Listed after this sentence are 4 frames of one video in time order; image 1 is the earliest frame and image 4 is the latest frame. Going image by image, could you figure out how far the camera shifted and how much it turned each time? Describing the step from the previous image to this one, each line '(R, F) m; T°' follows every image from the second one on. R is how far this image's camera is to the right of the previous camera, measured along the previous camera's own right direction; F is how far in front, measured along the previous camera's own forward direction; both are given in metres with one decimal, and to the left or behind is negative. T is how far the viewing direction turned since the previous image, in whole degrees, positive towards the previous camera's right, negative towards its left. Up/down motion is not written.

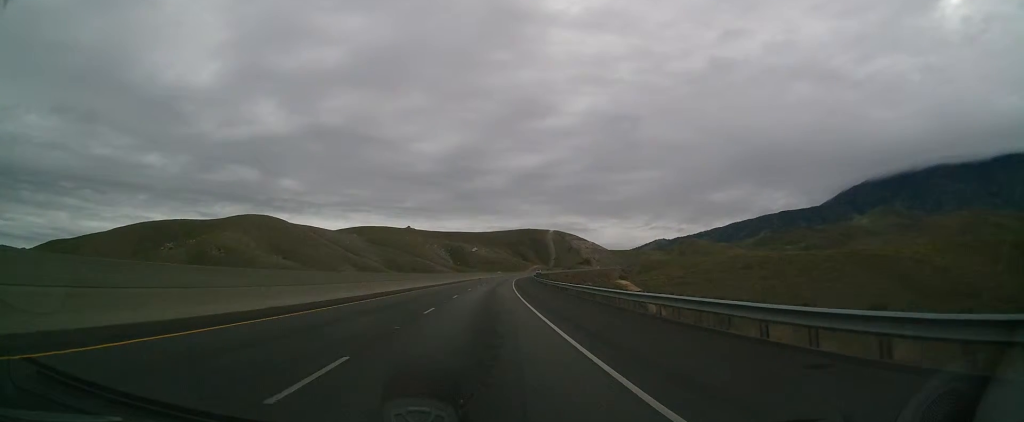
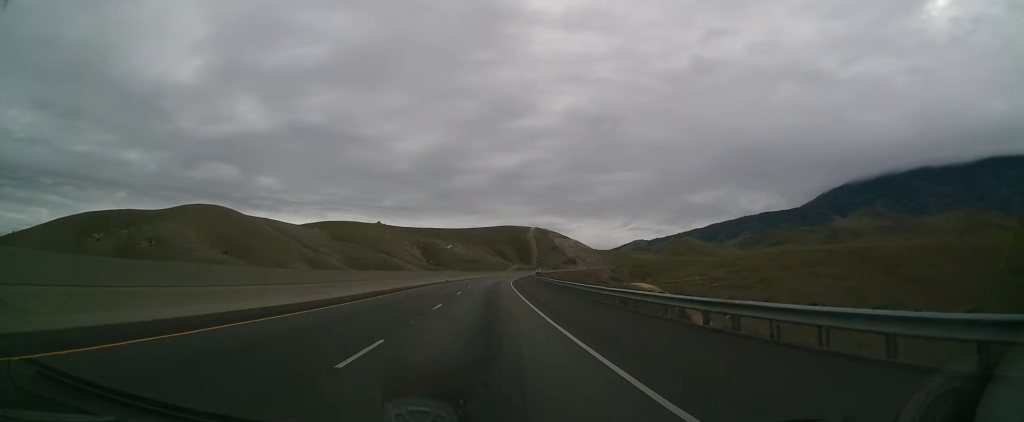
(+0.5, +55.8) m; +1°
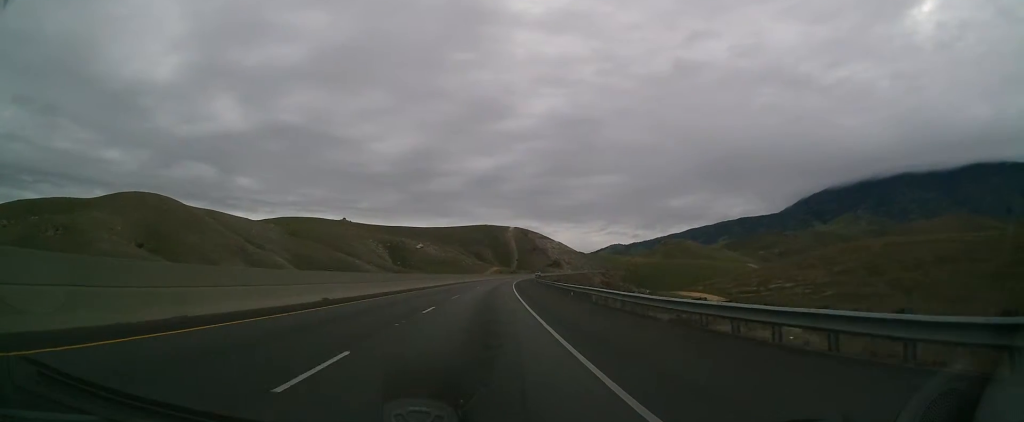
(+1.4, +59.9) m; +3°
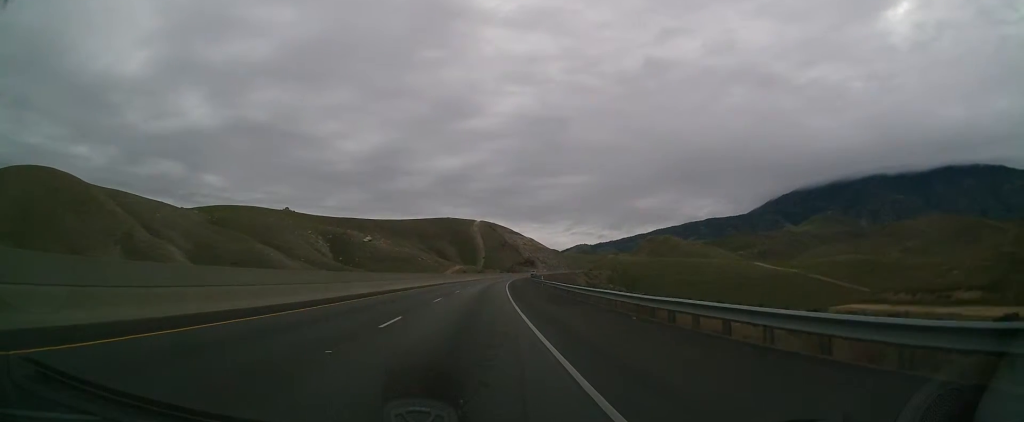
(+2.0, +77.9) m; +3°
